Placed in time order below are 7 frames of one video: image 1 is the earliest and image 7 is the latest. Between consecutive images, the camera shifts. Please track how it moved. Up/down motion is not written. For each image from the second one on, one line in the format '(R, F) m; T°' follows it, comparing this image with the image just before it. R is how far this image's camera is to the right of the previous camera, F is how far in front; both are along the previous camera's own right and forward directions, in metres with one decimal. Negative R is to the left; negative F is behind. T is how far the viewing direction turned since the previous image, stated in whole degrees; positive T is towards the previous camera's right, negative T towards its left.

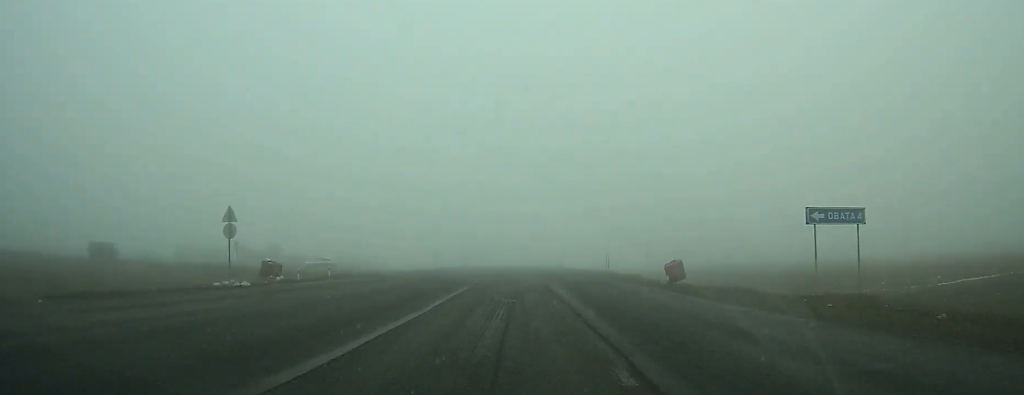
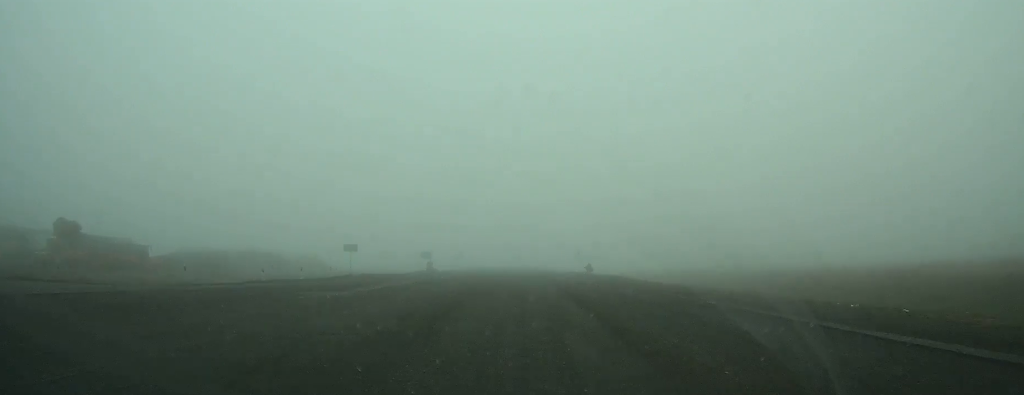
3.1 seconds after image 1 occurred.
(+0.1, +60.4) m; 0°
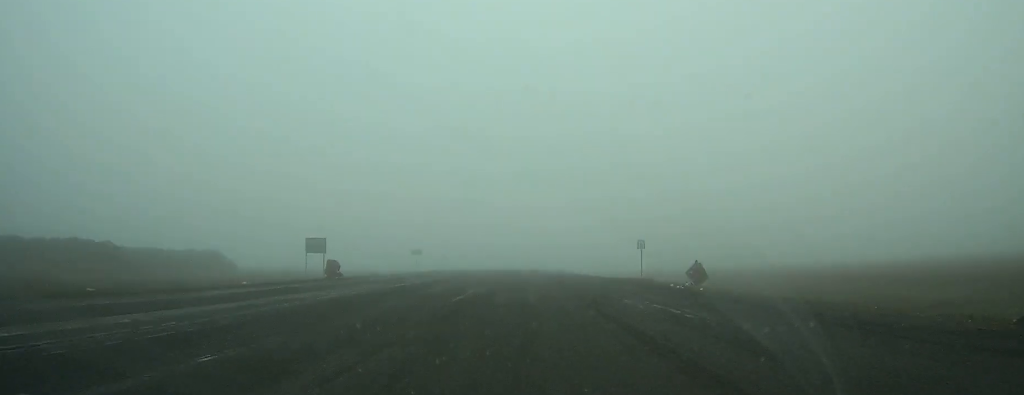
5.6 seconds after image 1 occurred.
(-0.1, +49.5) m; 0°
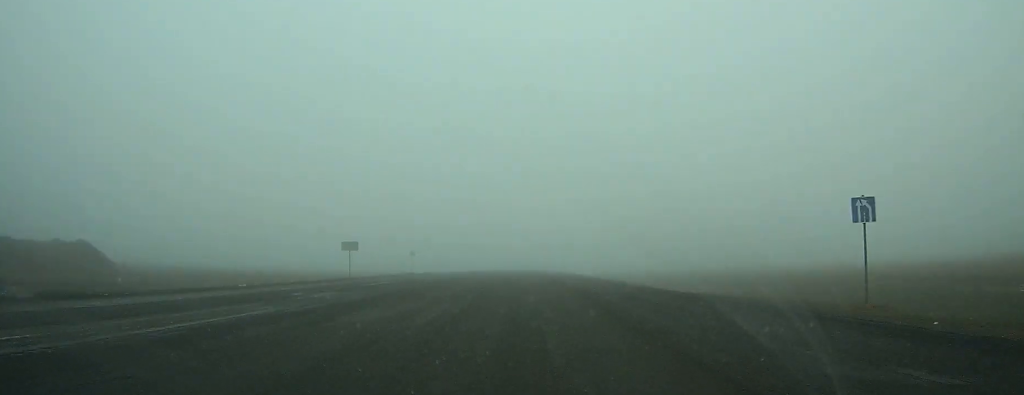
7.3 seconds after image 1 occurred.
(0.0, +33.3) m; 0°
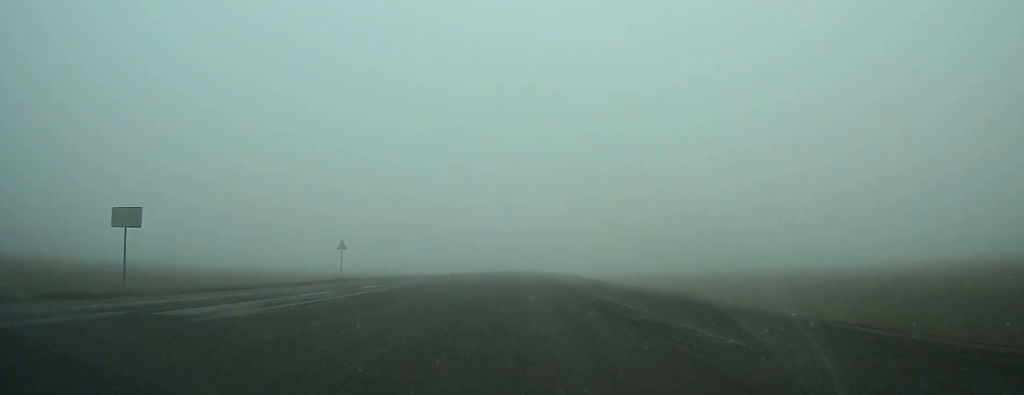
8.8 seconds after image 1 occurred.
(0.0, +30.3) m; 0°
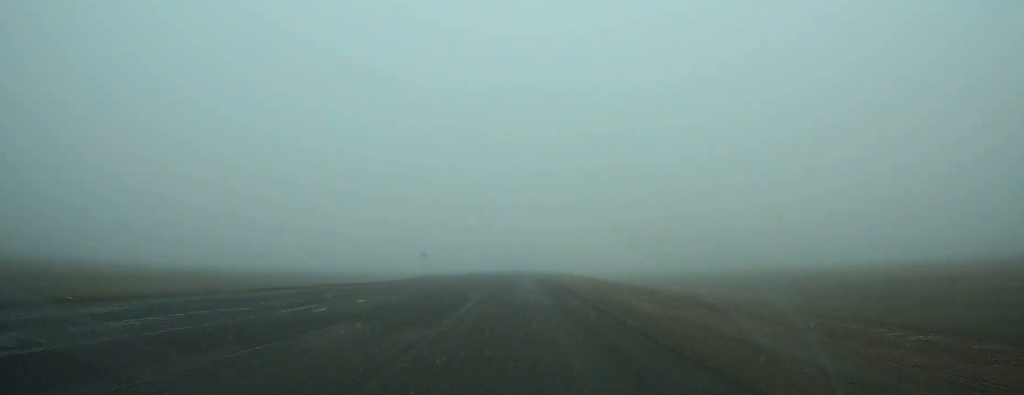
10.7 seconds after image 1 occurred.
(0.0, +36.3) m; 0°
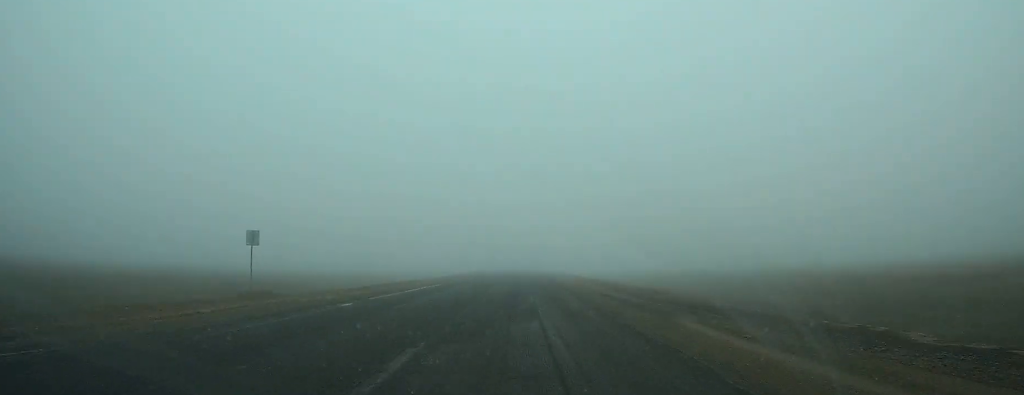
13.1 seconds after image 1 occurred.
(+0.1, +46.6) m; 0°
